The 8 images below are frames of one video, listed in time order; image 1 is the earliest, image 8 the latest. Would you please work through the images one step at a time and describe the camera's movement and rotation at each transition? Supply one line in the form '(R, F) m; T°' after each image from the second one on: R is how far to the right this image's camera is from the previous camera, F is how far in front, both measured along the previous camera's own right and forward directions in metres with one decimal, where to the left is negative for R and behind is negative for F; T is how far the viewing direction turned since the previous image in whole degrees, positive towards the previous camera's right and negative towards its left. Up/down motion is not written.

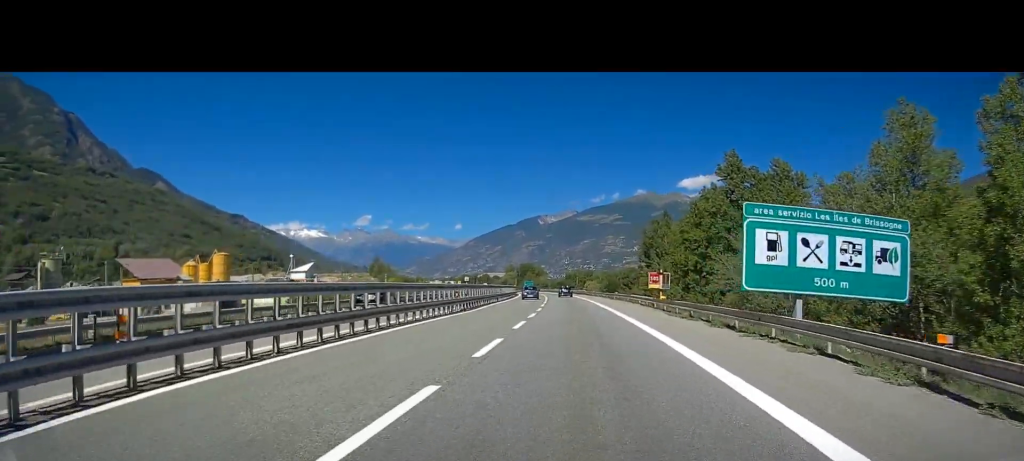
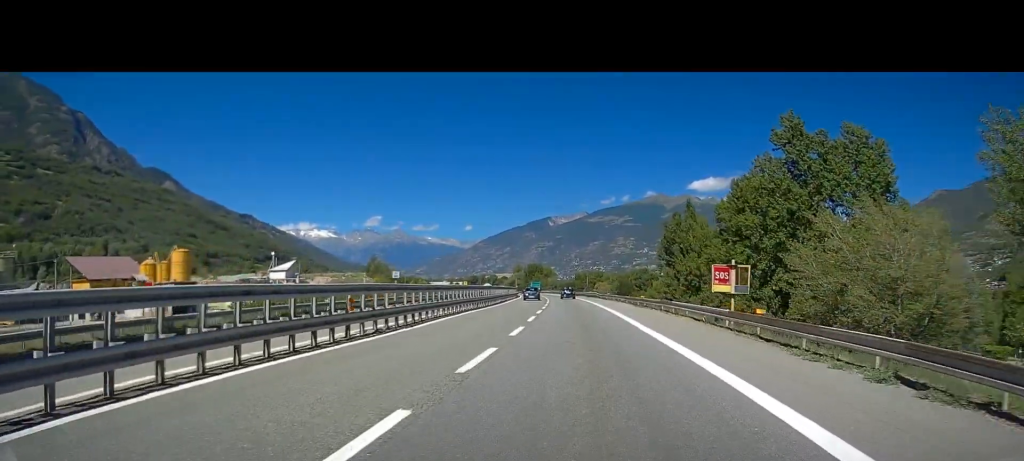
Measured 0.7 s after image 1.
(-0.2, +17.2) m; -1°
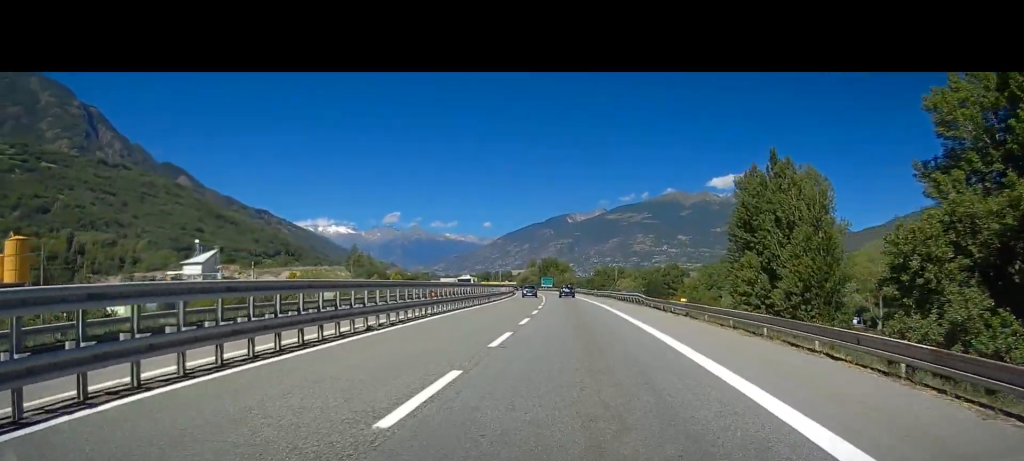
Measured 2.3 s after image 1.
(-0.5, +42.7) m; -2°
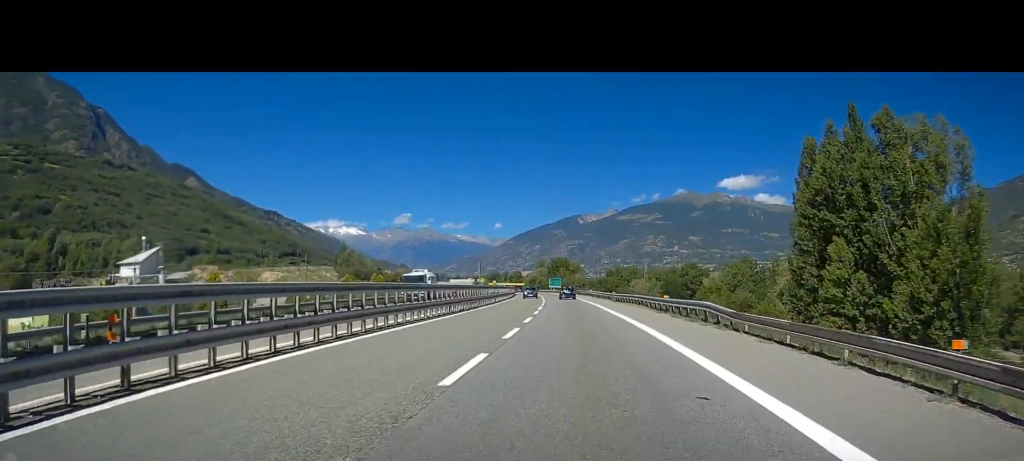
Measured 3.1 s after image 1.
(-0.3, +20.7) m; -1°
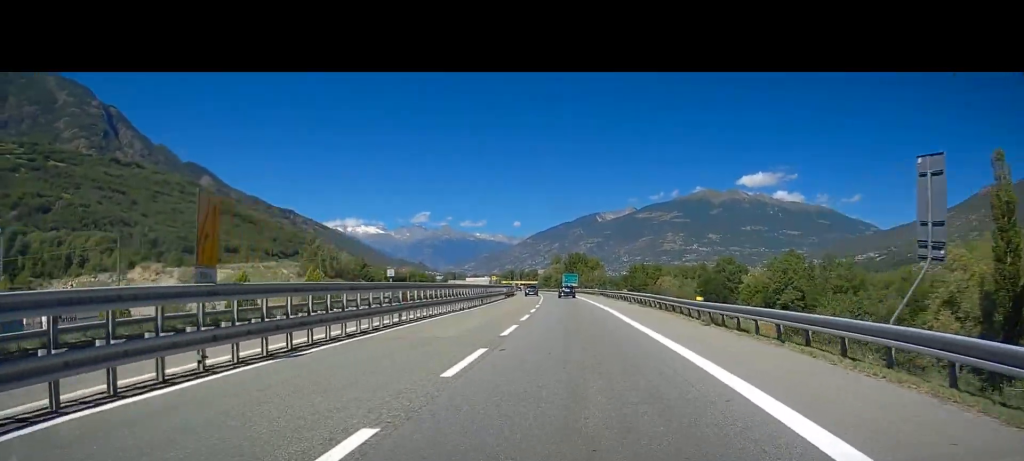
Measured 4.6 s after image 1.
(-0.4, +37.3) m; -1°
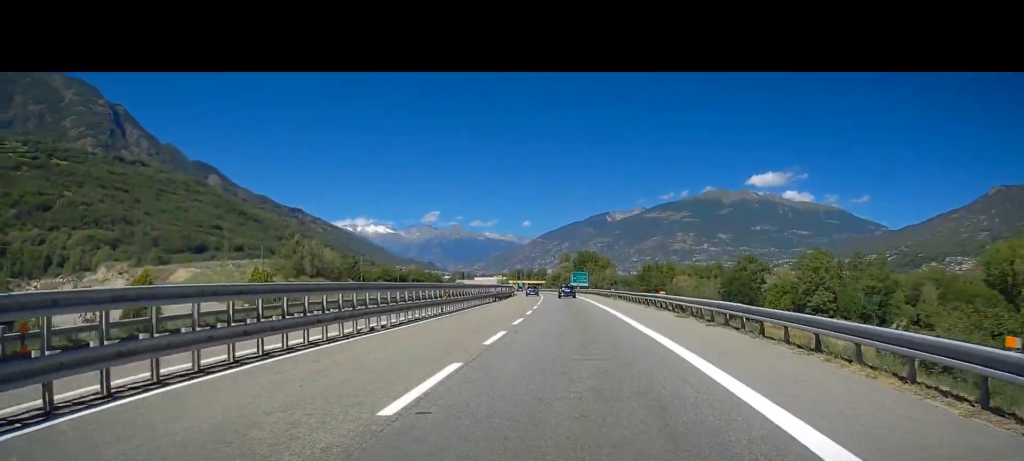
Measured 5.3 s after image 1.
(-0.3, +17.8) m; -1°
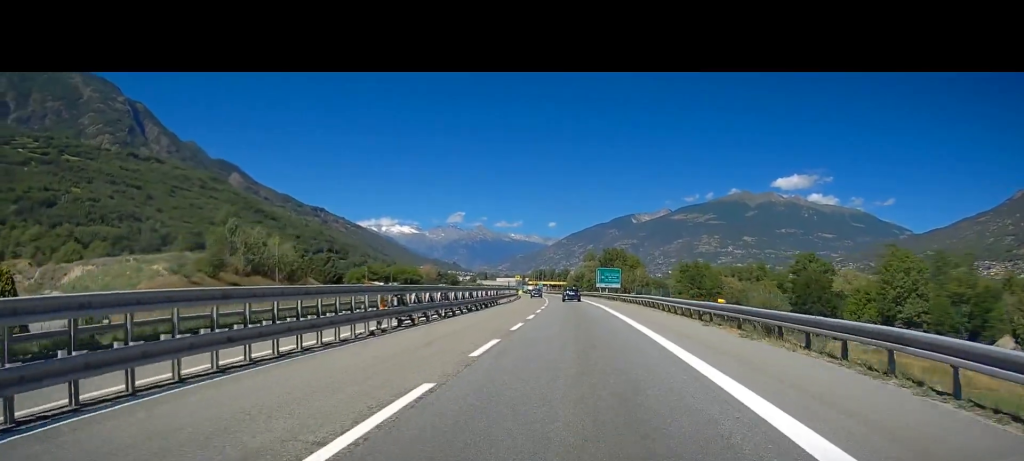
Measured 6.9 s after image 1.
(-0.5, +38.5) m; -2°
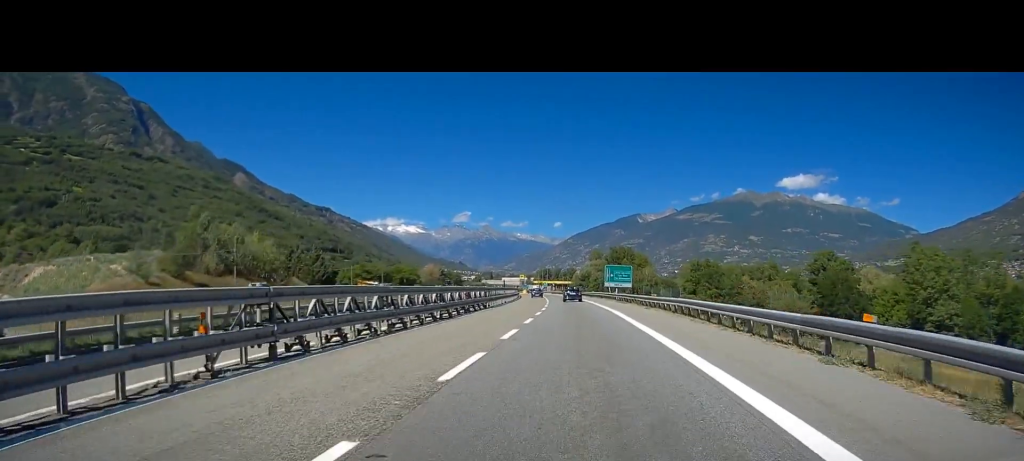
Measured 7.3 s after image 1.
(-0.2, +10.3) m; -1°
